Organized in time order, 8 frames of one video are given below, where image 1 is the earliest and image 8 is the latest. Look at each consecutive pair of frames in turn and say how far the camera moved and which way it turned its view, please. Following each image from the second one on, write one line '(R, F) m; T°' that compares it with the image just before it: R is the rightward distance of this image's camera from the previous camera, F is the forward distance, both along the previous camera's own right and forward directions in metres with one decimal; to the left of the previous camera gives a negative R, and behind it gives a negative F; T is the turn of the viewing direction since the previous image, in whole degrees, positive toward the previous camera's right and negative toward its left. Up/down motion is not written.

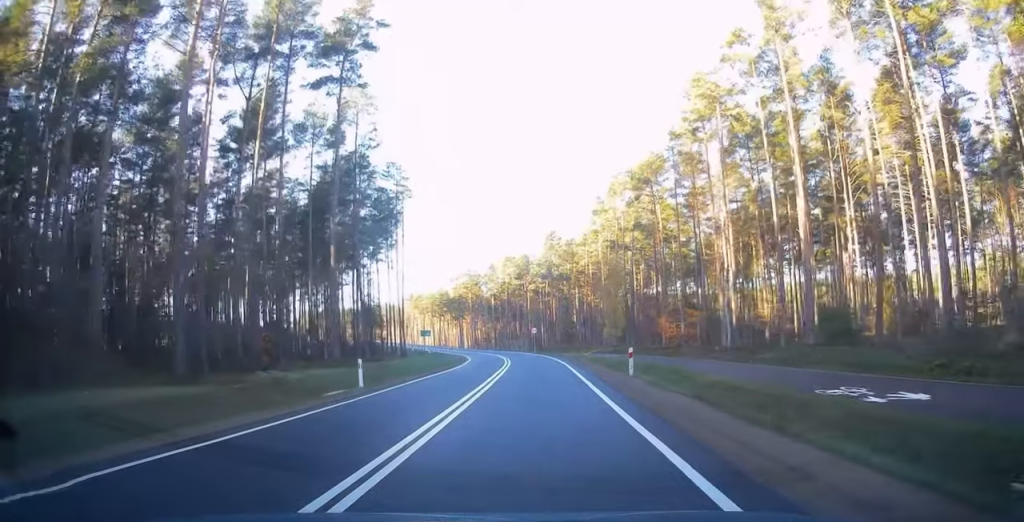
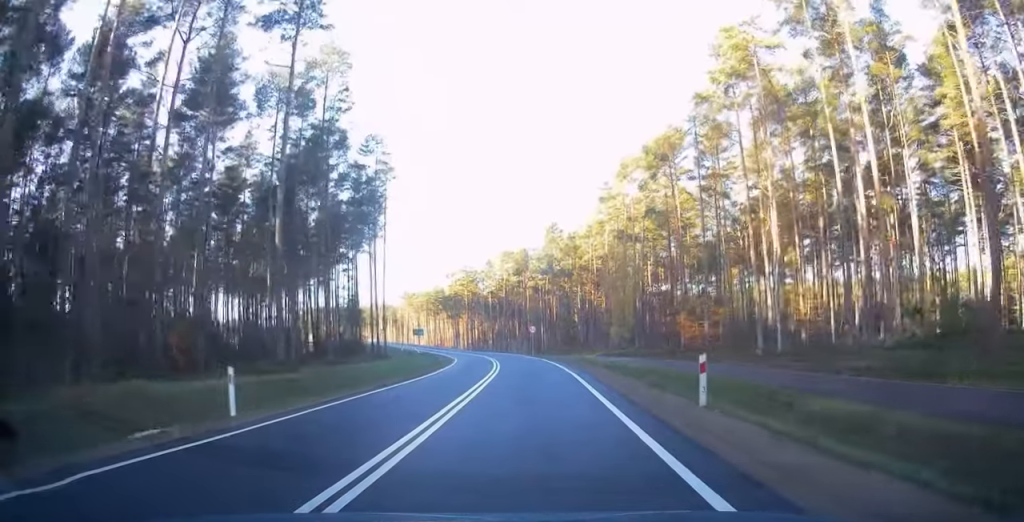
(0.0, +9.7) m; -1°
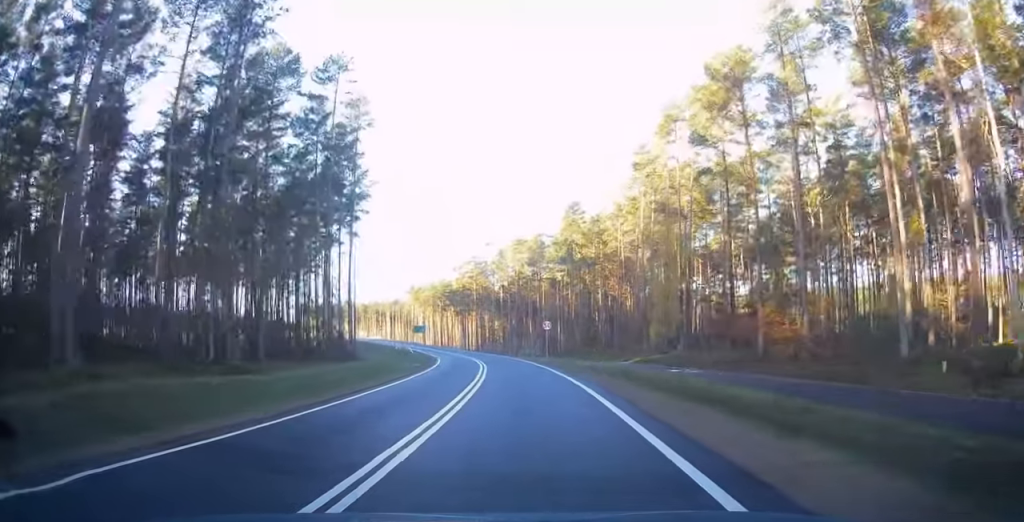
(-0.4, +18.3) m; -1°
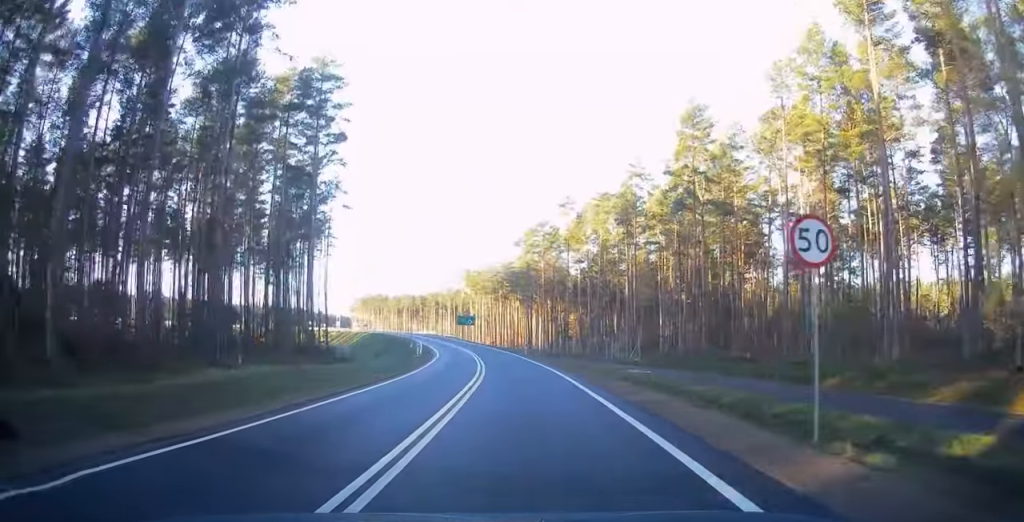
(-1.6, +40.3) m; -7°
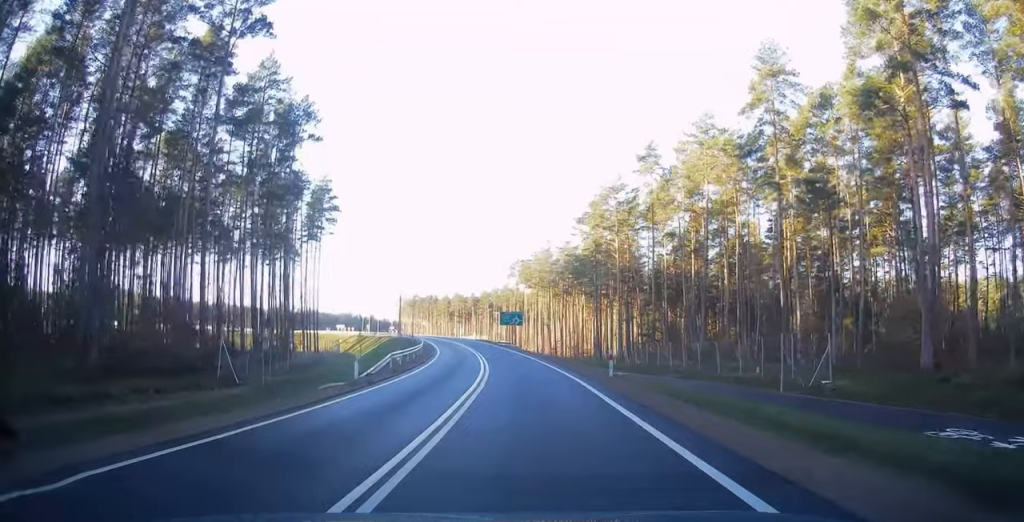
(-1.9, +31.2) m; -5°
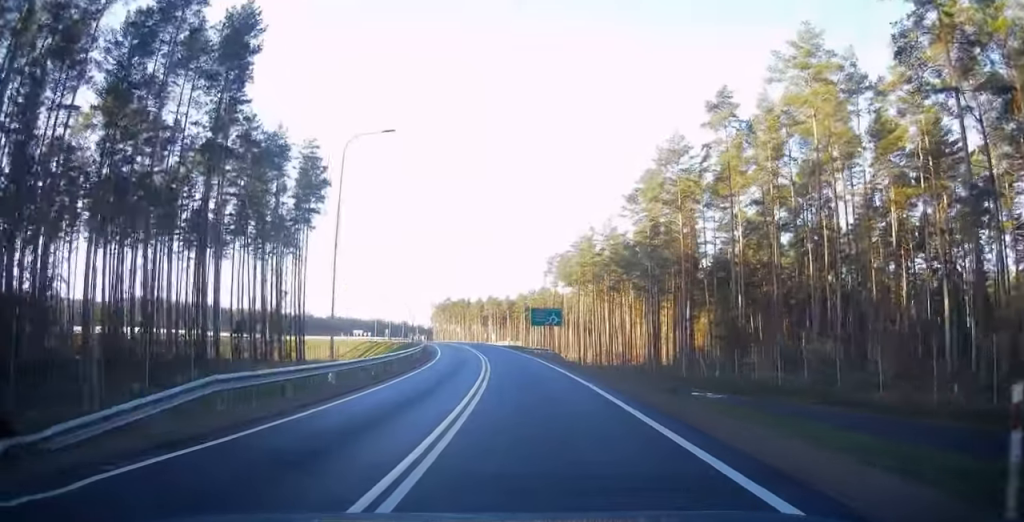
(-0.2, +19.1) m; -2°
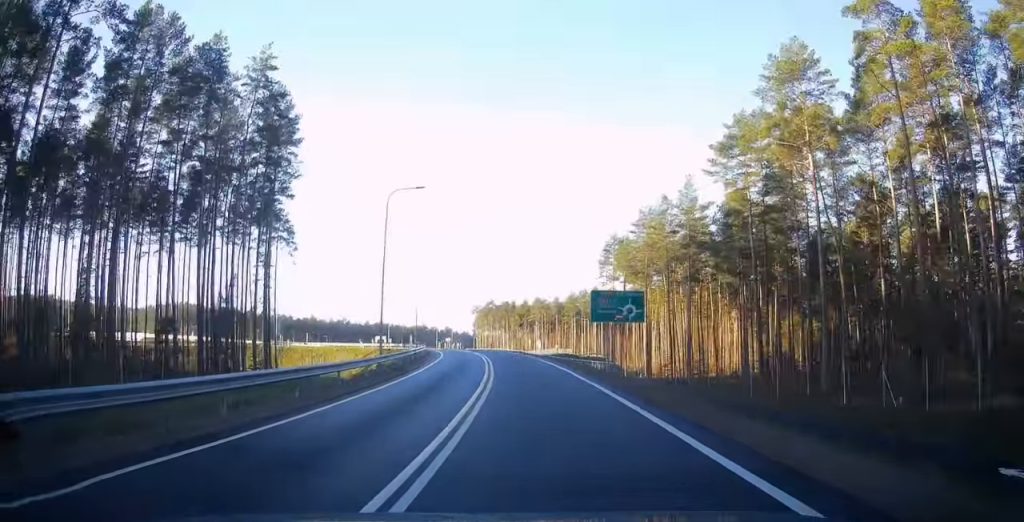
(-0.9, +24.0) m; -4°
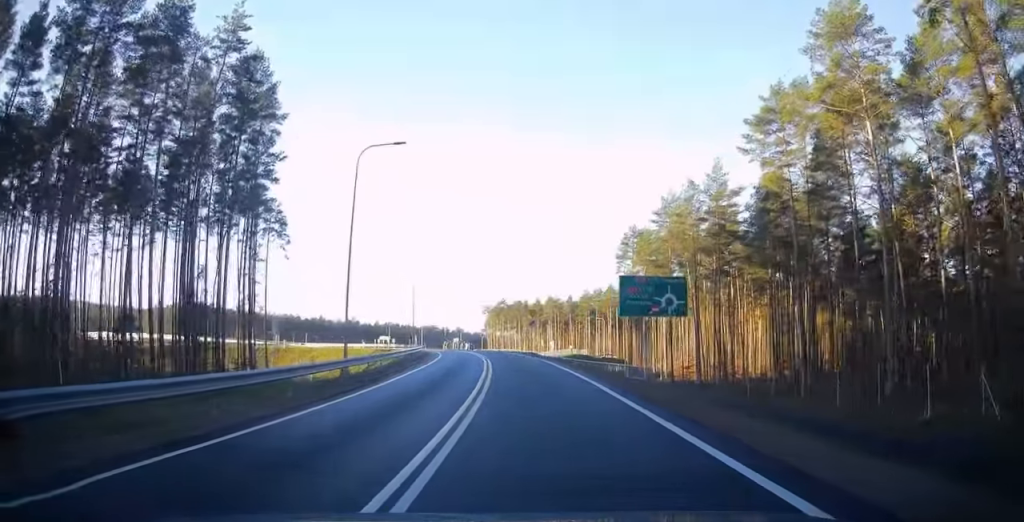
(+0.1, +7.4) m; -2°
